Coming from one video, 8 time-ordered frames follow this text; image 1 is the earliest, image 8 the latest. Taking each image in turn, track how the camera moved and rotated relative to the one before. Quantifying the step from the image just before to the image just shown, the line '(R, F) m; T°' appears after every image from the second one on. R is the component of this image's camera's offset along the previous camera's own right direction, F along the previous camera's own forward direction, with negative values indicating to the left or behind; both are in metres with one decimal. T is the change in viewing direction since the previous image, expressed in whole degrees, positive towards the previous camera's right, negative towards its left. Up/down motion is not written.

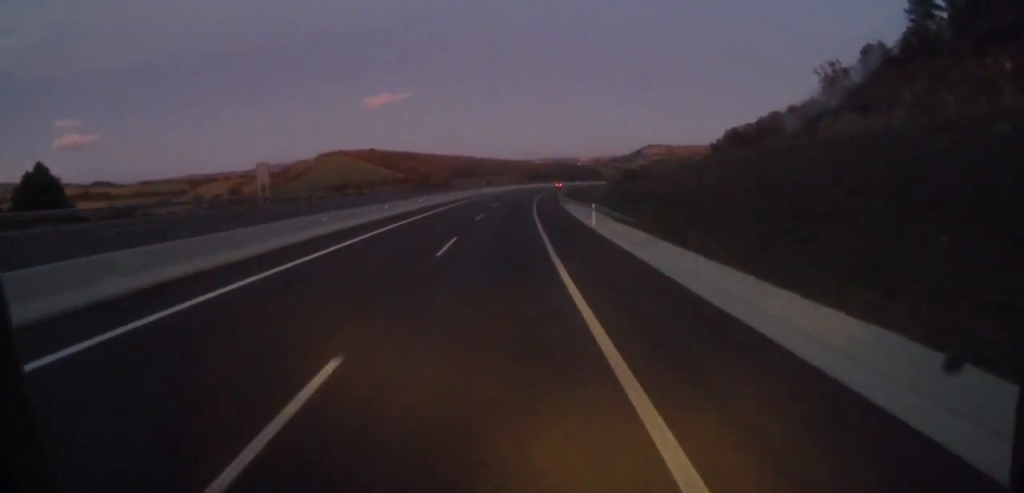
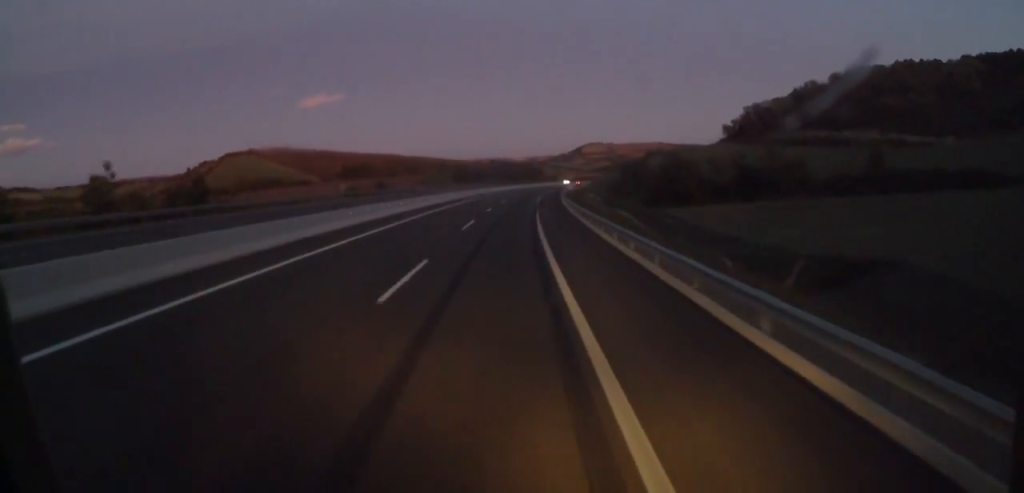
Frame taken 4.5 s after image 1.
(+2.1, +103.9) m; +7°
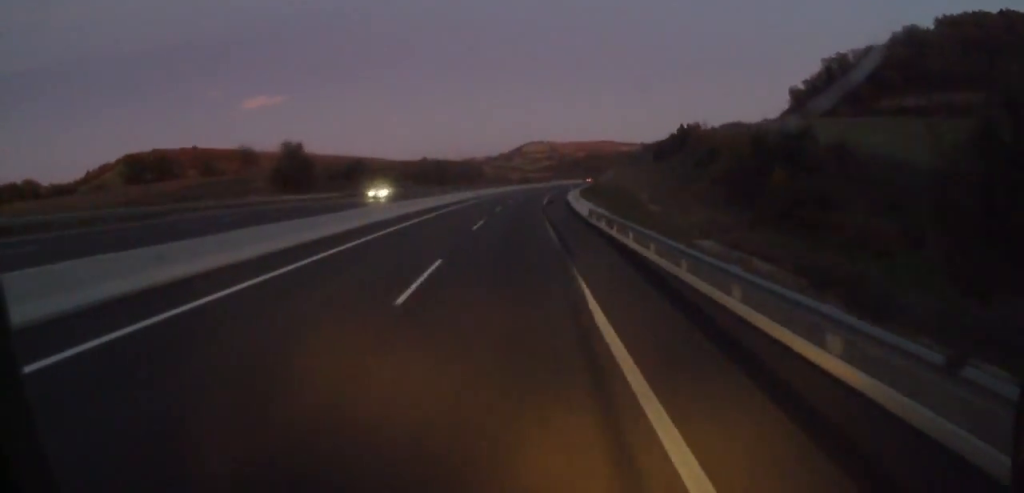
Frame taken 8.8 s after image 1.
(+8.9, +95.8) m; +8°
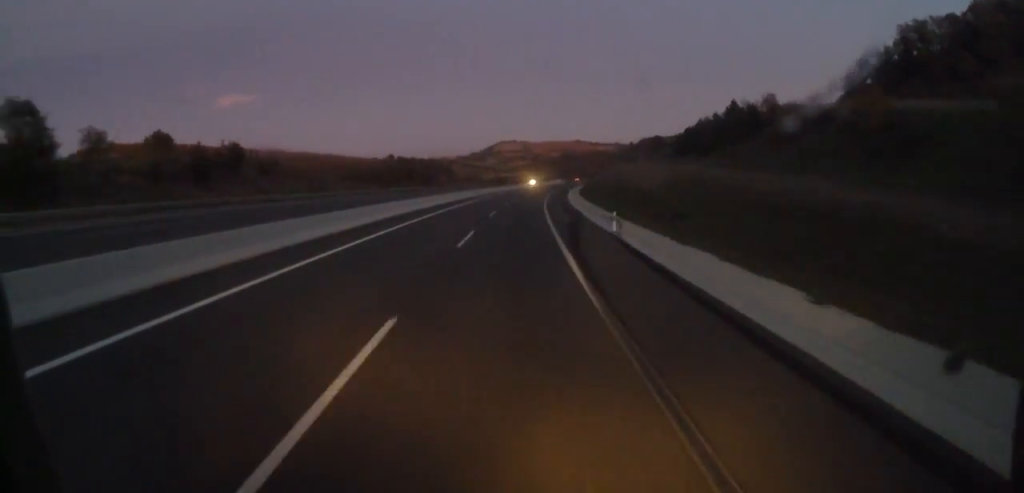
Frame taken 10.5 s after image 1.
(+0.2, +38.9) m; +2°
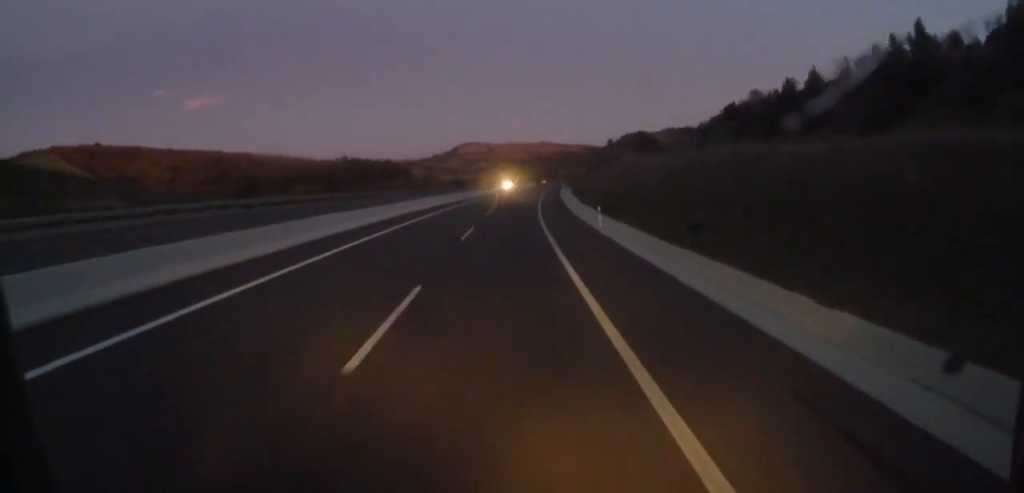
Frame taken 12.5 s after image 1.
(+1.8, +44.7) m; +3°
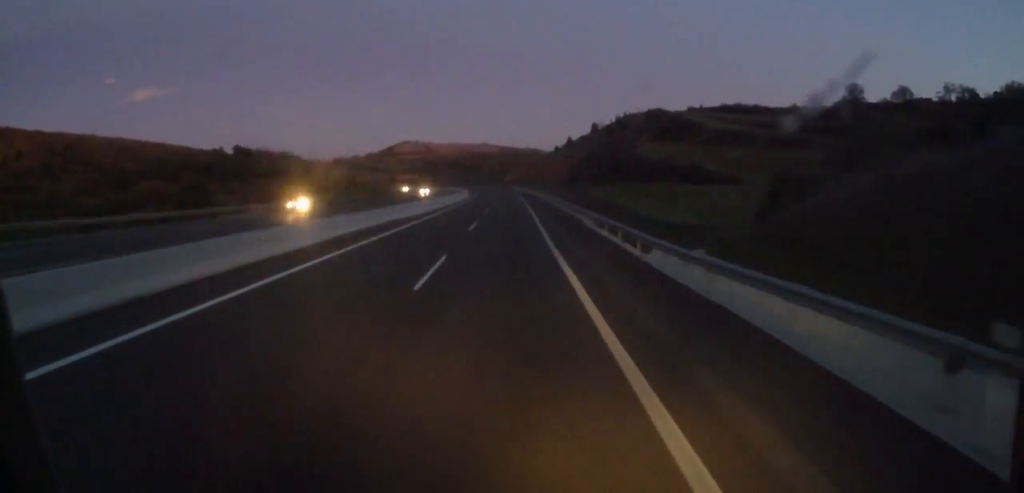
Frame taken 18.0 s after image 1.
(+7.0, +123.5) m; +6°
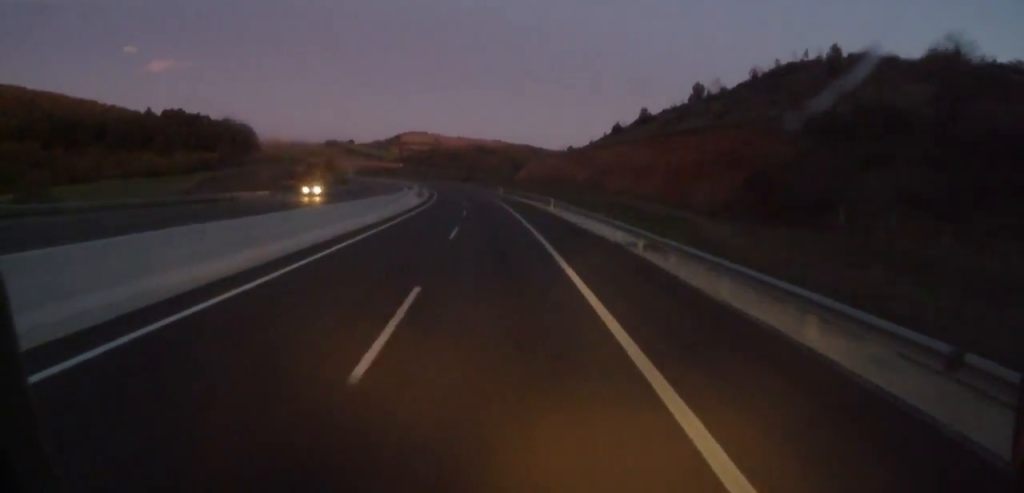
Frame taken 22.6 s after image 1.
(+2.7, +107.9) m; 0°
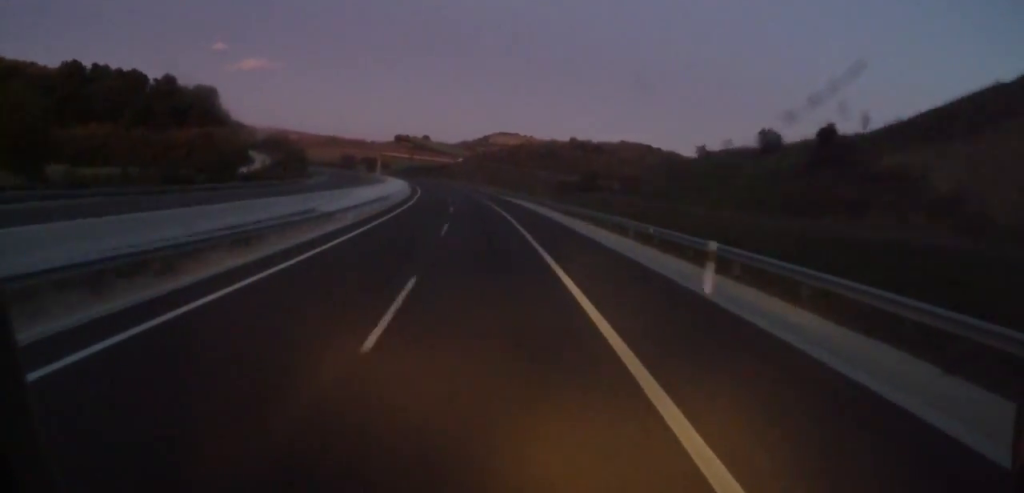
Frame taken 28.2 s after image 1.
(-7.4, +141.1) m; -7°
